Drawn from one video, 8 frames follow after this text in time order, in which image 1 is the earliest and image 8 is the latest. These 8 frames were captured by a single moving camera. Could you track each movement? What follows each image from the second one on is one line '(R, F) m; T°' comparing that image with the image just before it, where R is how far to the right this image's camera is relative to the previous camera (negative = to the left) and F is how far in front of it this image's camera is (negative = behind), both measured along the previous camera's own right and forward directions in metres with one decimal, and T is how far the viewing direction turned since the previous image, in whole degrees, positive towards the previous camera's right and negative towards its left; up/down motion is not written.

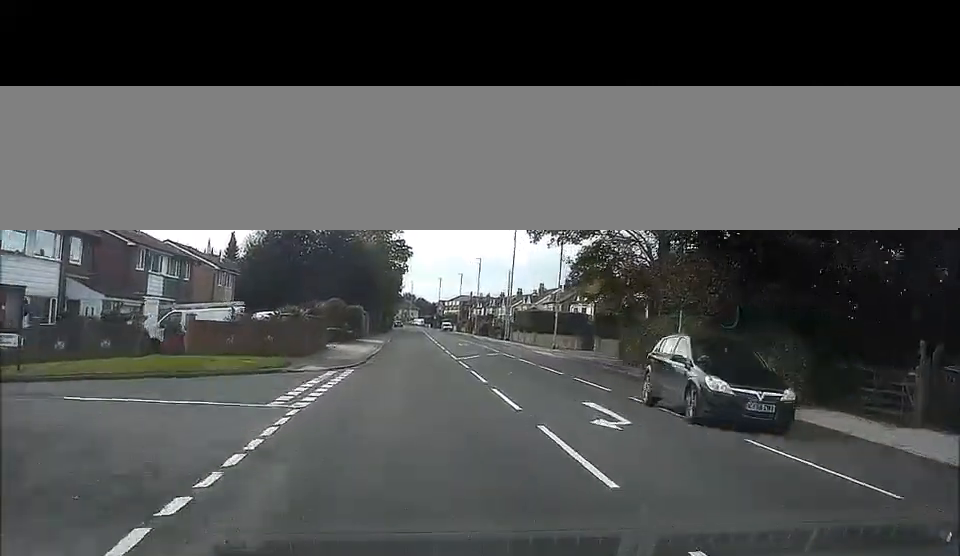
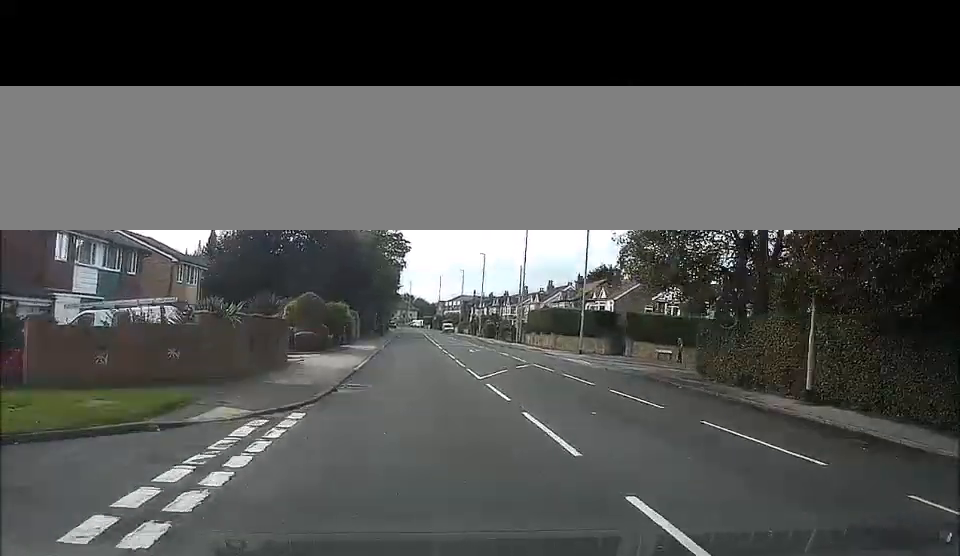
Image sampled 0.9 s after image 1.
(-0.1, +10.2) m; -1°
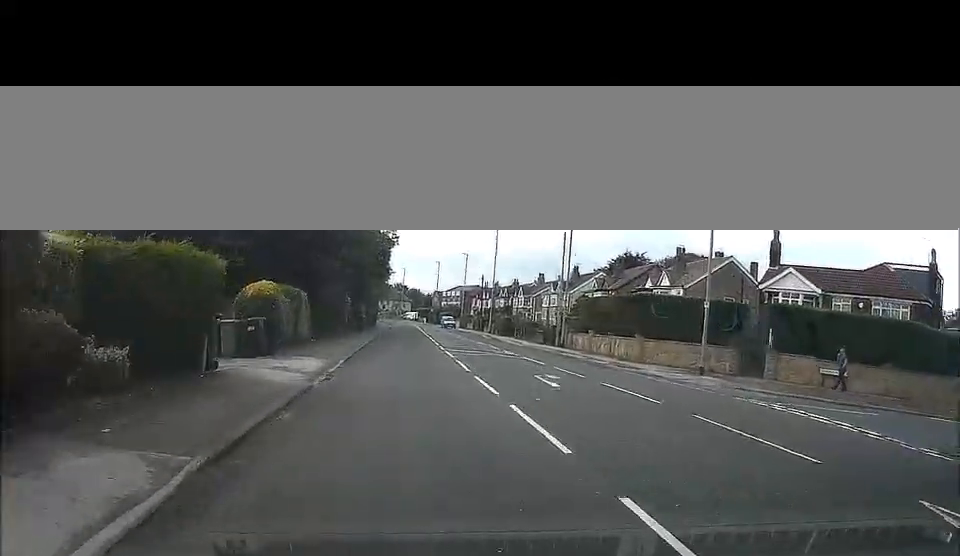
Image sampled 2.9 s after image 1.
(0.0, +24.3) m; 0°
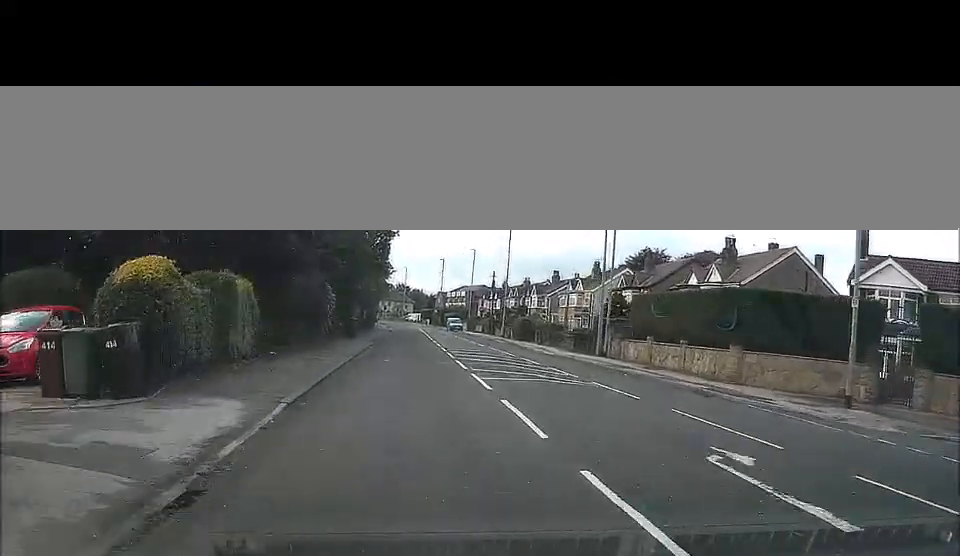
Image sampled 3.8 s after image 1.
(-0.2, +11.0) m; +1°
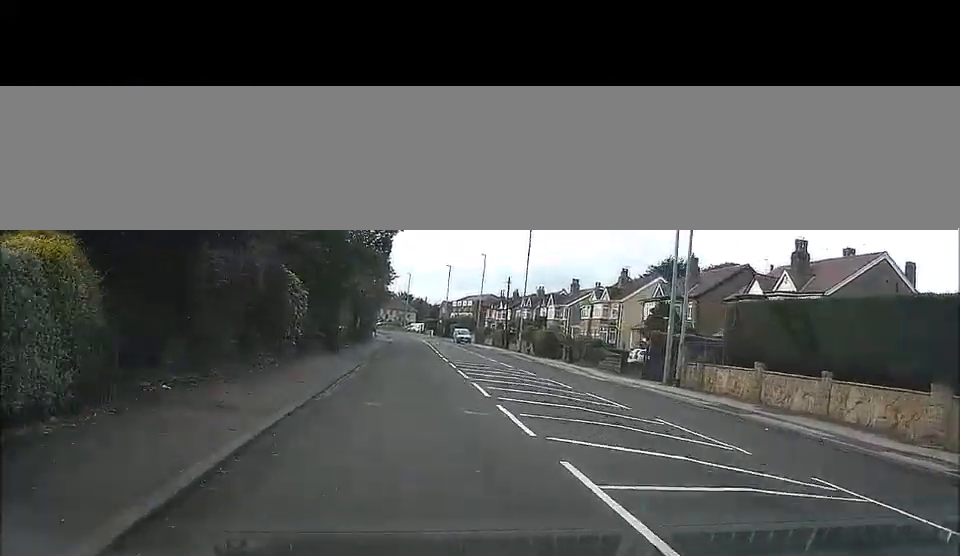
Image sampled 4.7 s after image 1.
(+0.3, +11.1) m; +1°
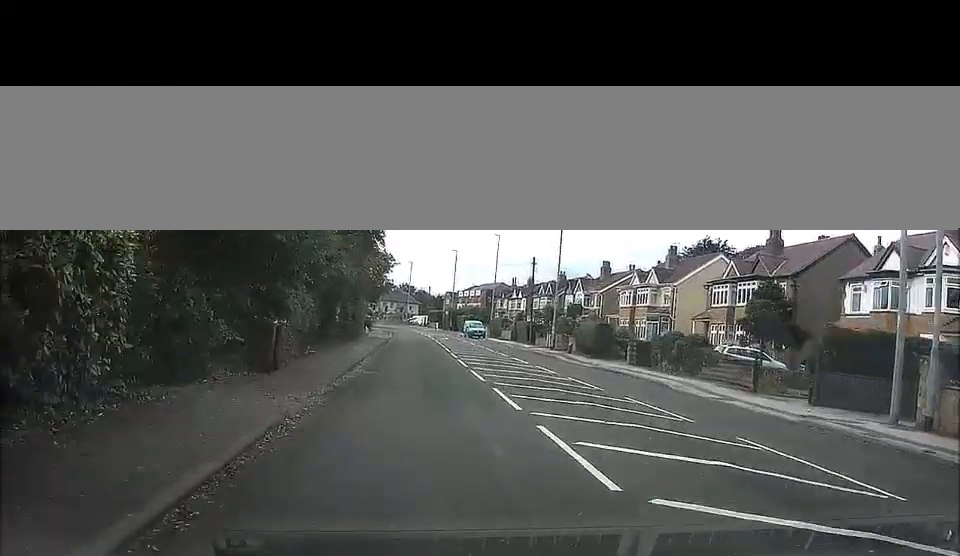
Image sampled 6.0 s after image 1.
(-0.3, +15.6) m; -2°
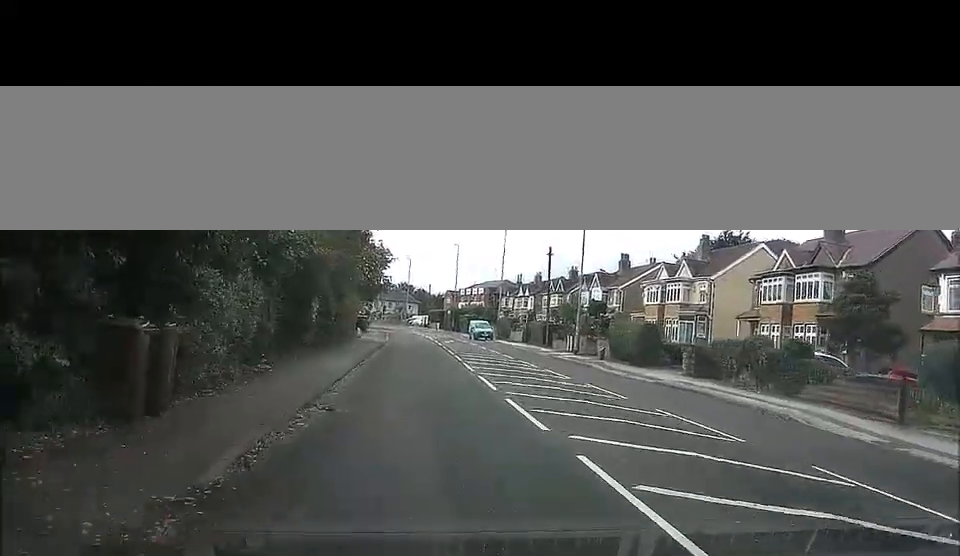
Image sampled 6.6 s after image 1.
(-0.2, +8.2) m; 0°
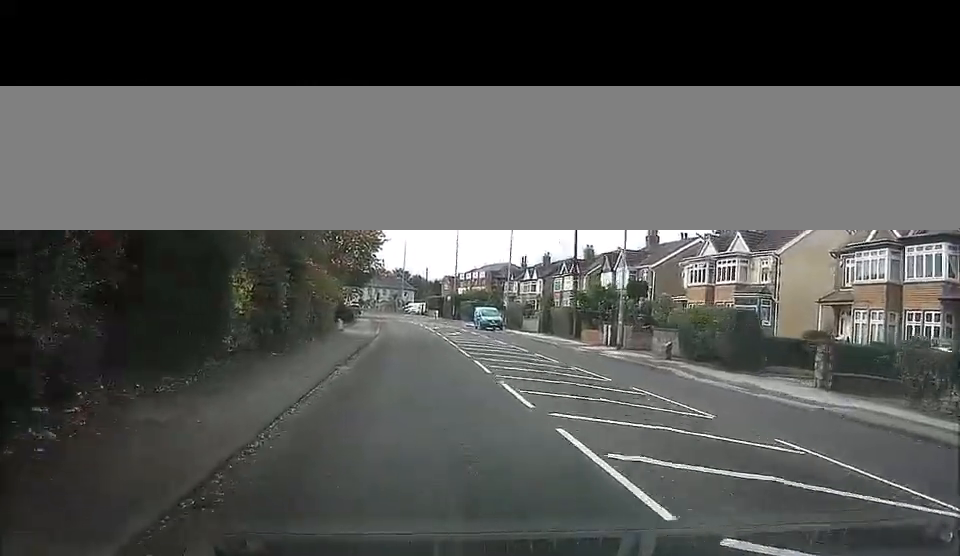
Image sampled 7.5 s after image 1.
(+0.4, +10.9) m; +2°
